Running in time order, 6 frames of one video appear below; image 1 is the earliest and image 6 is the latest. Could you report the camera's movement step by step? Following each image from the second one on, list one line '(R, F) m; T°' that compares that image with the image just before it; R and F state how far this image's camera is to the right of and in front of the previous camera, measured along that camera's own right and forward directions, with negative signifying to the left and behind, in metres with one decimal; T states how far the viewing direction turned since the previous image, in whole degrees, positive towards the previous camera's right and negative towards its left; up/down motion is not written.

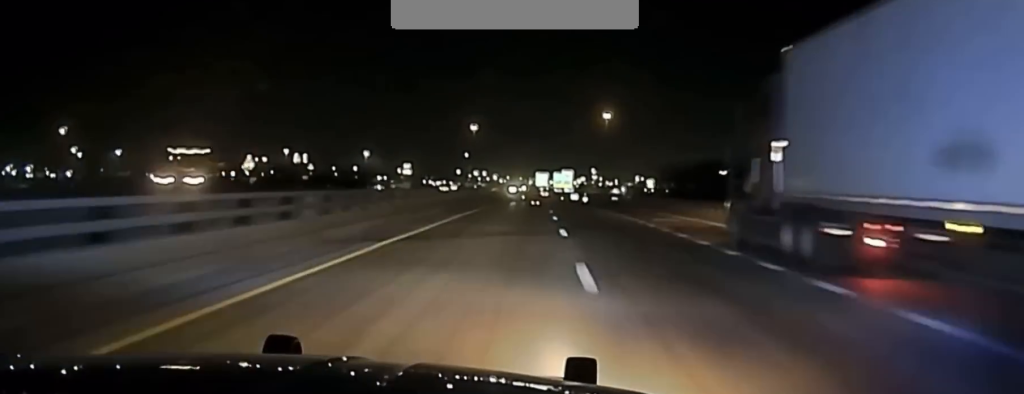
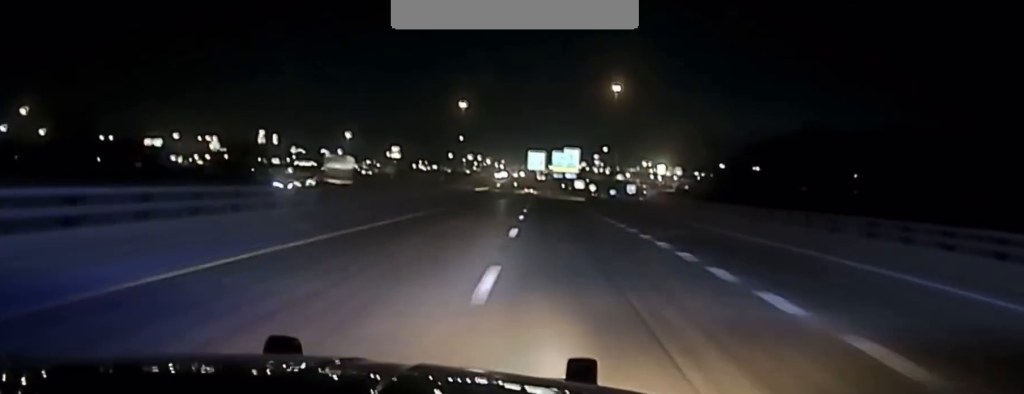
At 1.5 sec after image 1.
(+0.4, +64.8) m; 0°
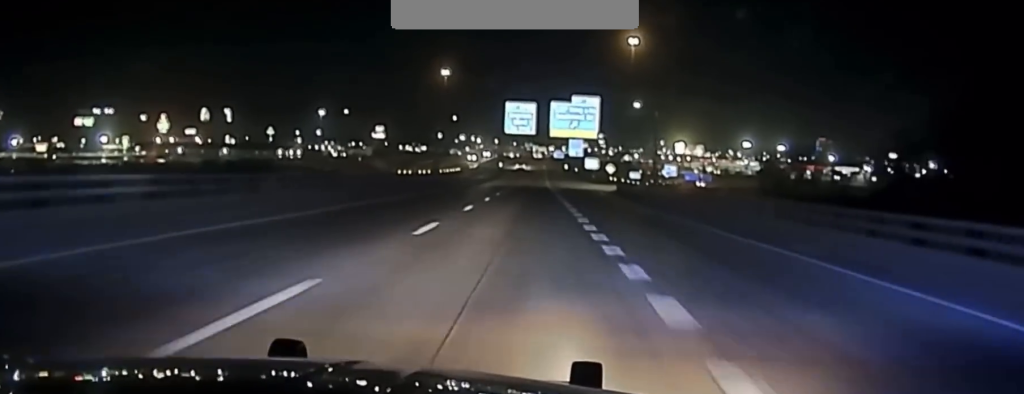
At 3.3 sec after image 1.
(0.0, +79.9) m; 0°
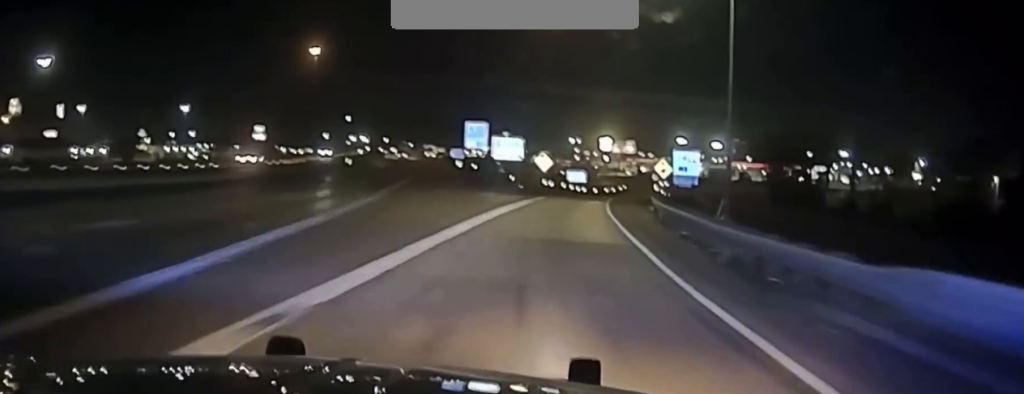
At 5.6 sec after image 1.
(+1.2, +101.2) m; +4°
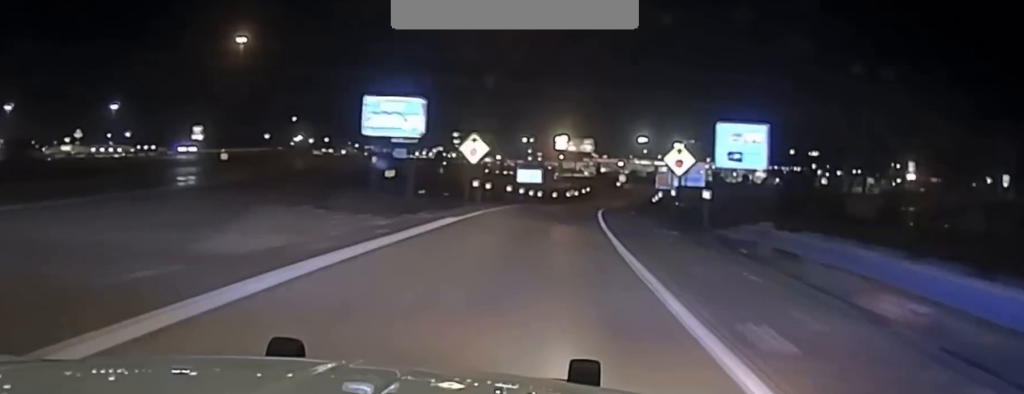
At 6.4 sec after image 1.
(+1.4, +39.3) m; +4°
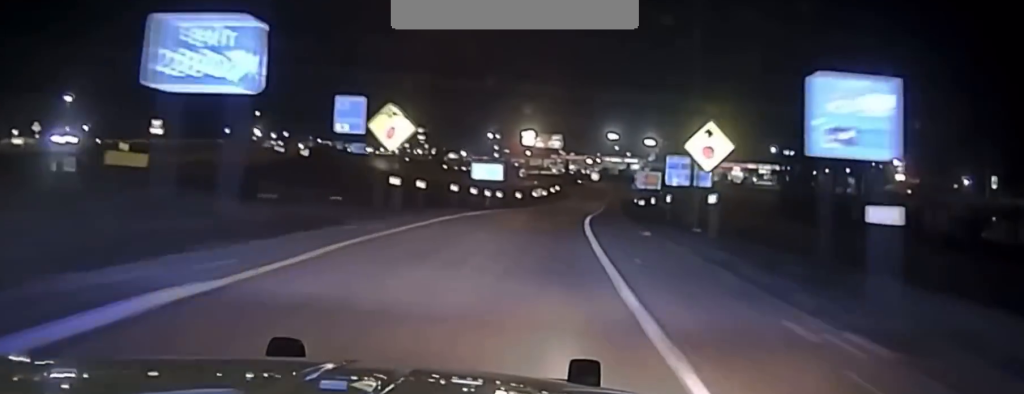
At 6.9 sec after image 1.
(+0.7, +21.1) m; +1°
